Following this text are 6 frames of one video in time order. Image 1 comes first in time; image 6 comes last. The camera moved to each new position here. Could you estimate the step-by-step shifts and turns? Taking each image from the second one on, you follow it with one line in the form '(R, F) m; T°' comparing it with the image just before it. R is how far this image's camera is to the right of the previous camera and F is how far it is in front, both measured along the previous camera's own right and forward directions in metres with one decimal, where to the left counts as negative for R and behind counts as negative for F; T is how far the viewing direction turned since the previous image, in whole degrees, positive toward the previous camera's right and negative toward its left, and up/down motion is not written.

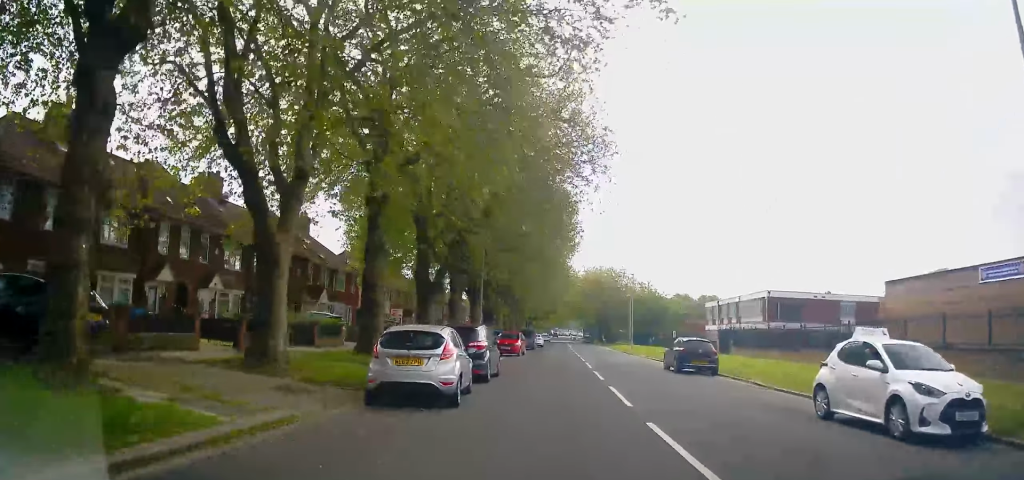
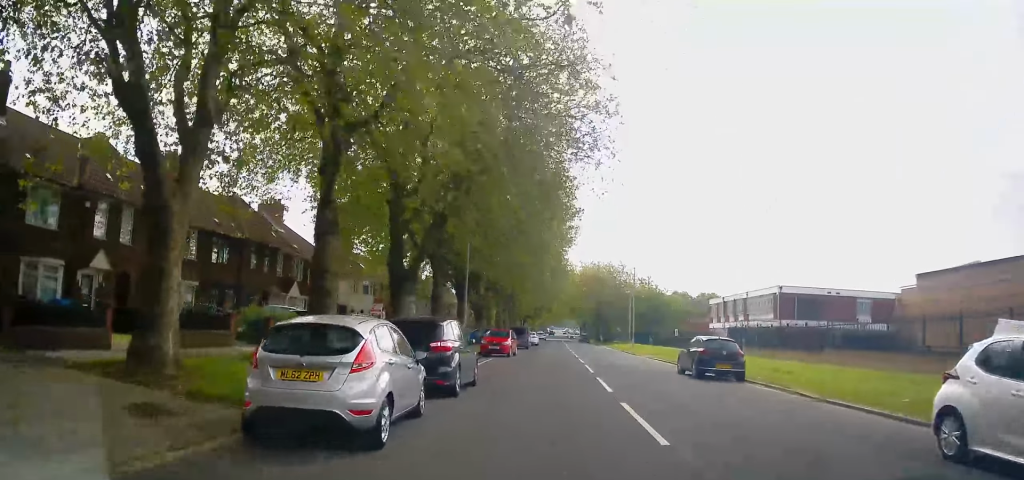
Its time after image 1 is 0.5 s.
(0.0, +4.2) m; 0°
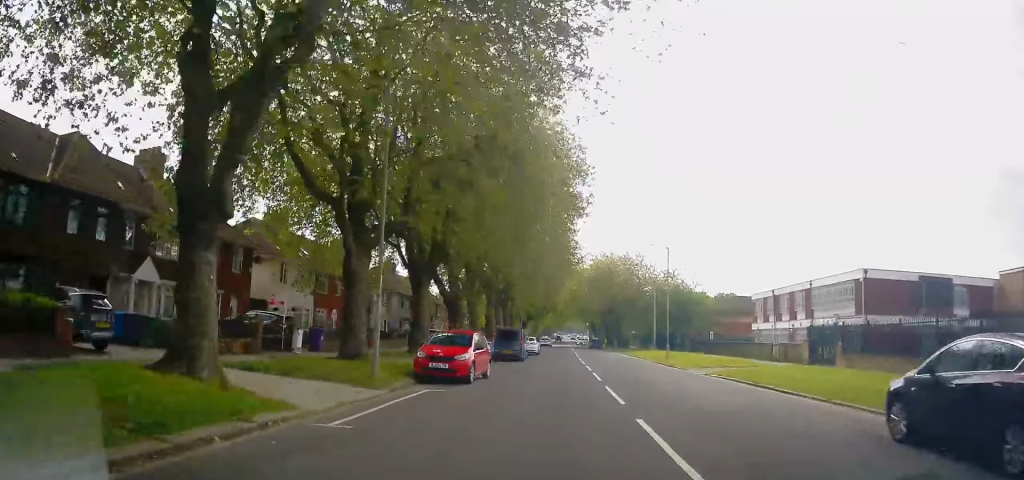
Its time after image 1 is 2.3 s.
(-0.2, +15.7) m; -1°
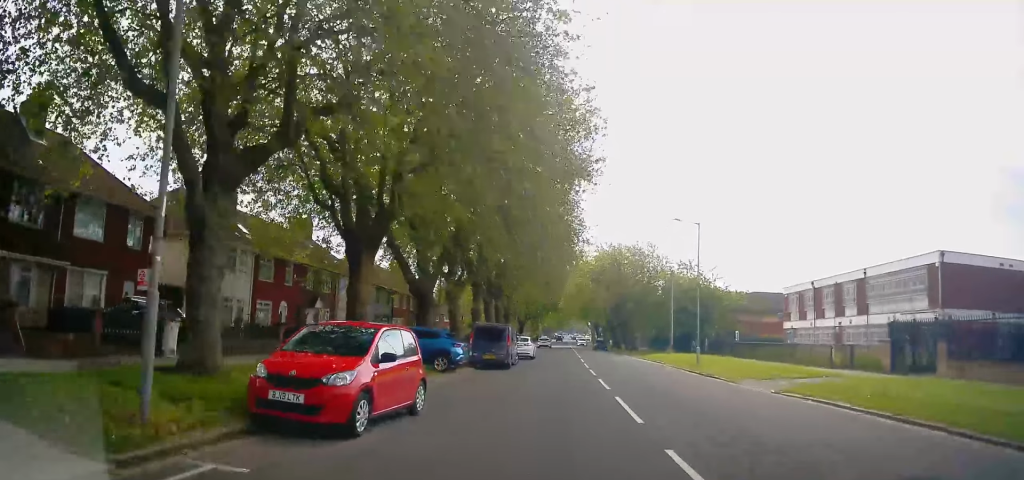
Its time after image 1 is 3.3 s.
(0.0, +9.2) m; 0°
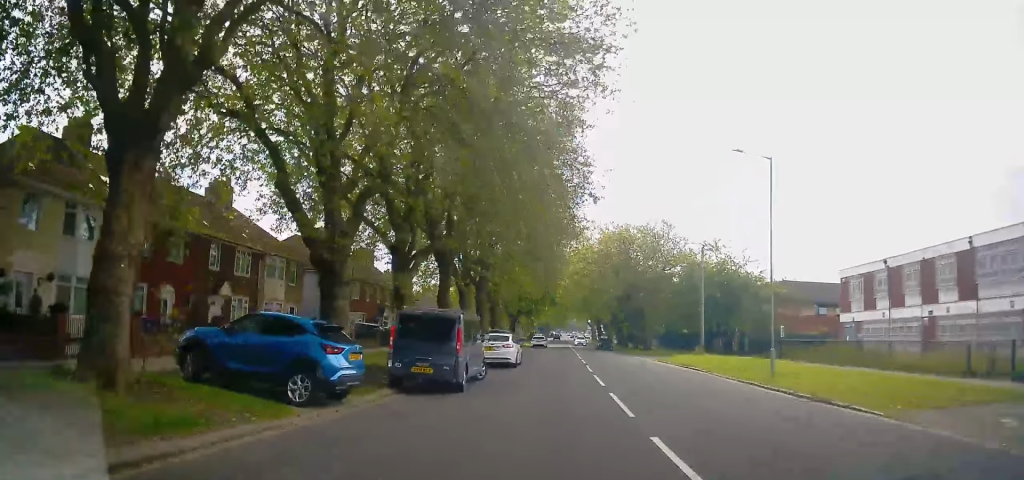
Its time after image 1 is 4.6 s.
(+0.1, +12.0) m; 0°
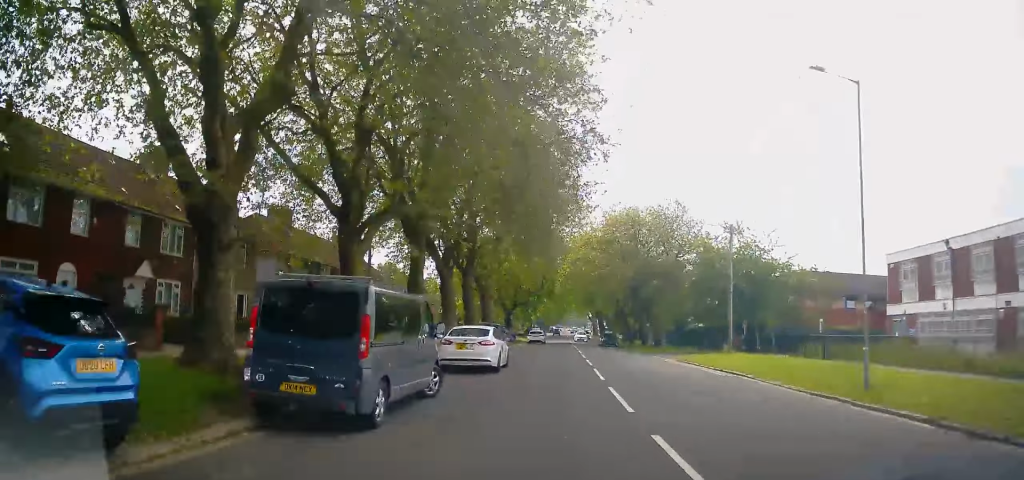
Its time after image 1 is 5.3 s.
(+0.1, +6.7) m; -1°
